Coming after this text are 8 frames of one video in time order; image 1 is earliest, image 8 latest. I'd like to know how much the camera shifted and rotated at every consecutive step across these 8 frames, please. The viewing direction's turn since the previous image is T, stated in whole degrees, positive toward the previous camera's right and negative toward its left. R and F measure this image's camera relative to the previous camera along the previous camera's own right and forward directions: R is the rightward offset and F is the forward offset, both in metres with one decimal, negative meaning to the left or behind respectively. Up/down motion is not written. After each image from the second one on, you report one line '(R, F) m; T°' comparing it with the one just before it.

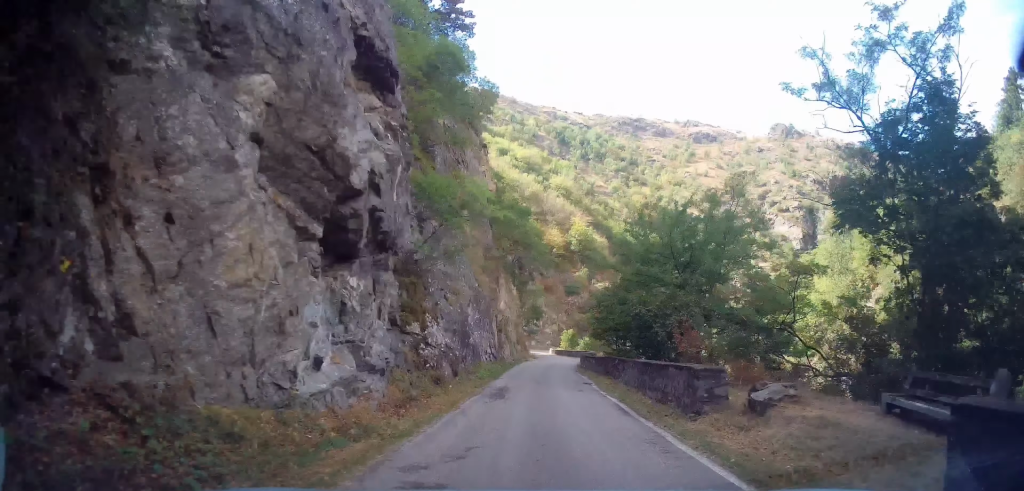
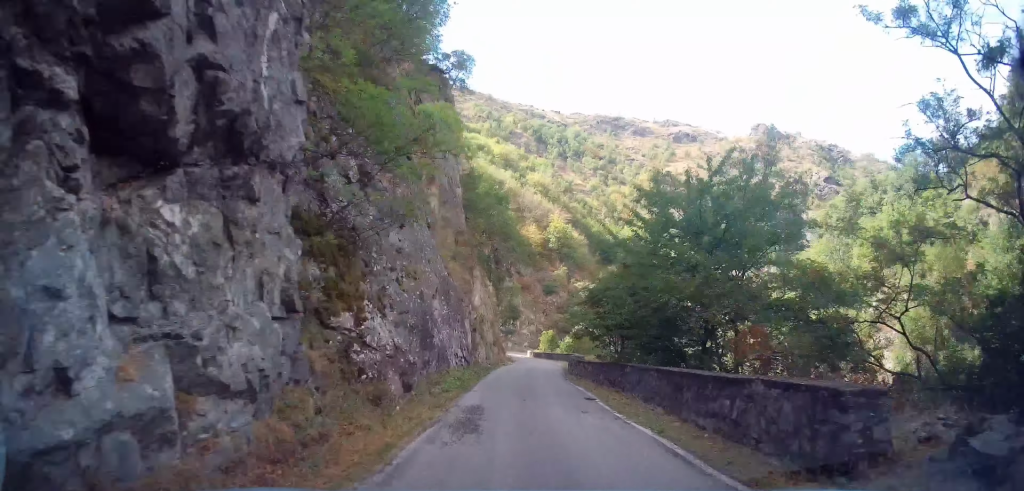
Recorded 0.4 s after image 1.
(+0.1, +4.6) m; +2°
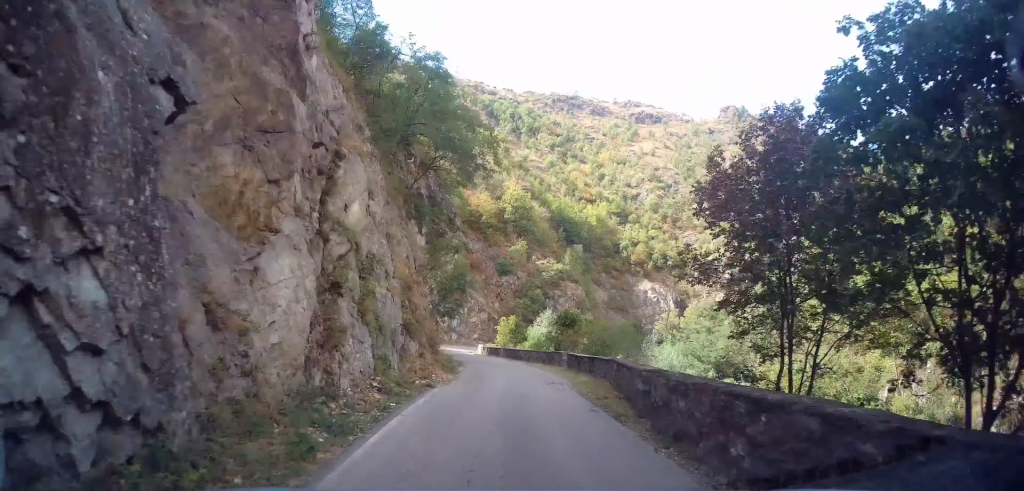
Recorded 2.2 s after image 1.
(+1.1, +19.4) m; +5°
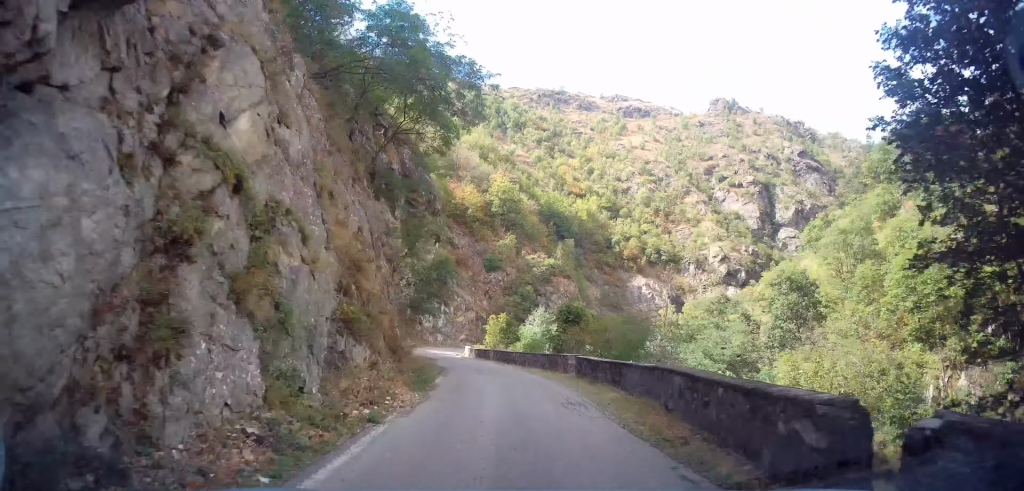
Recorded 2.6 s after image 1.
(-0.1, +4.9) m; 0°
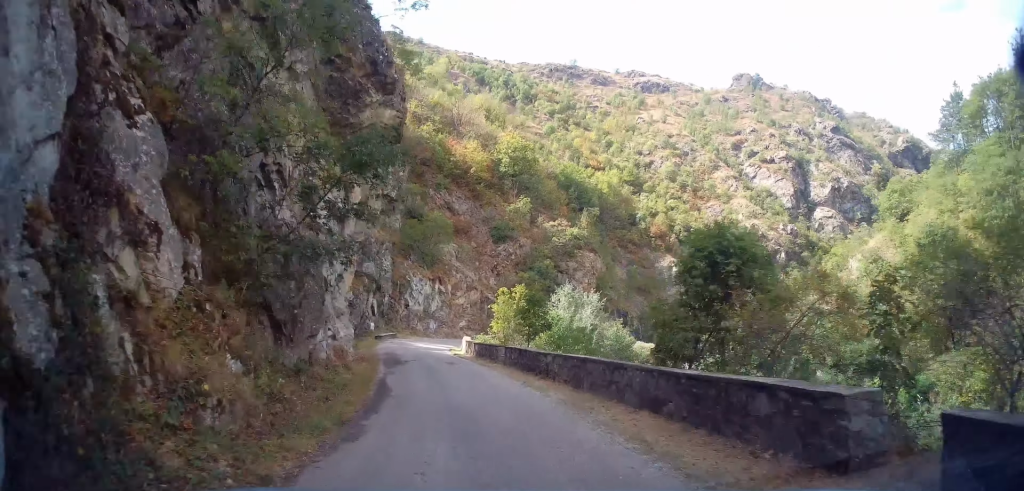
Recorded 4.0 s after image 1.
(0.0, +15.0) m; -2°
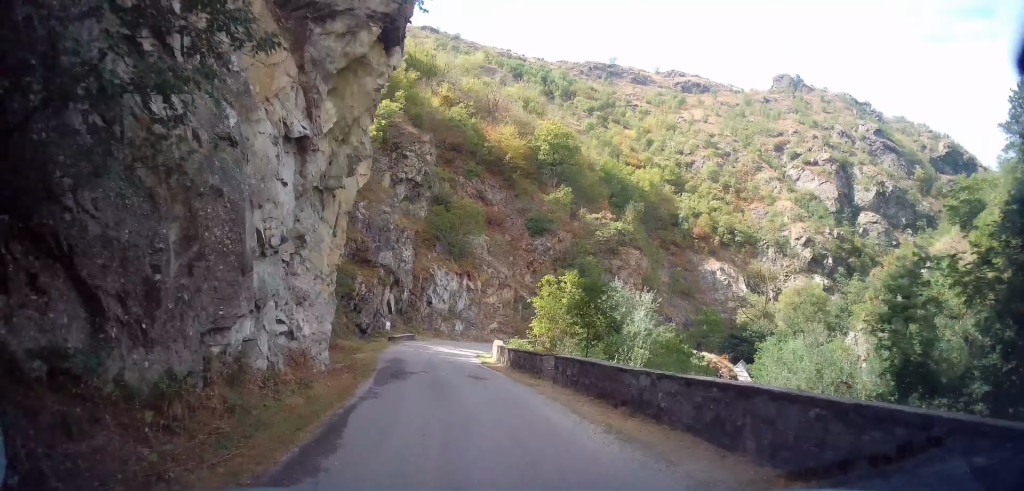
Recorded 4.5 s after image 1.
(-0.1, +5.8) m; -1°
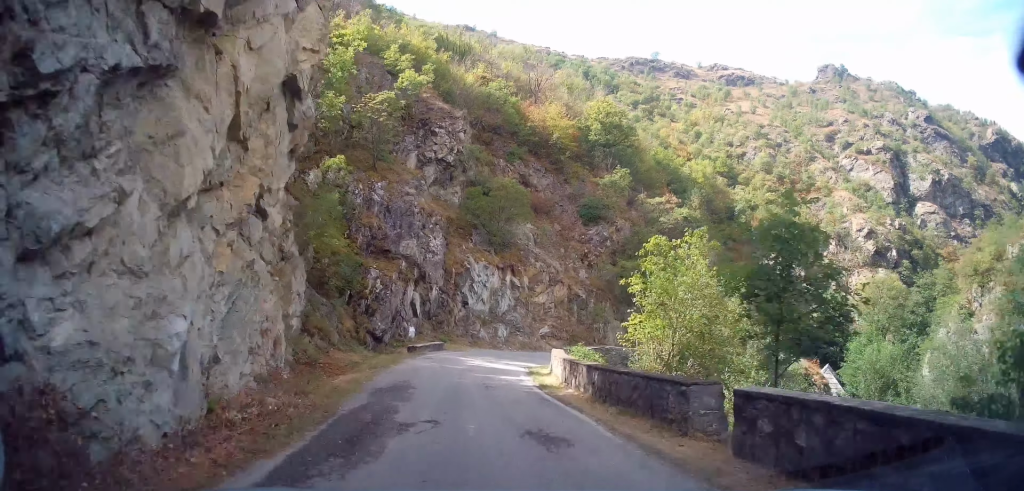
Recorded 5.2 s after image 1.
(-0.4, +7.6) m; -2°
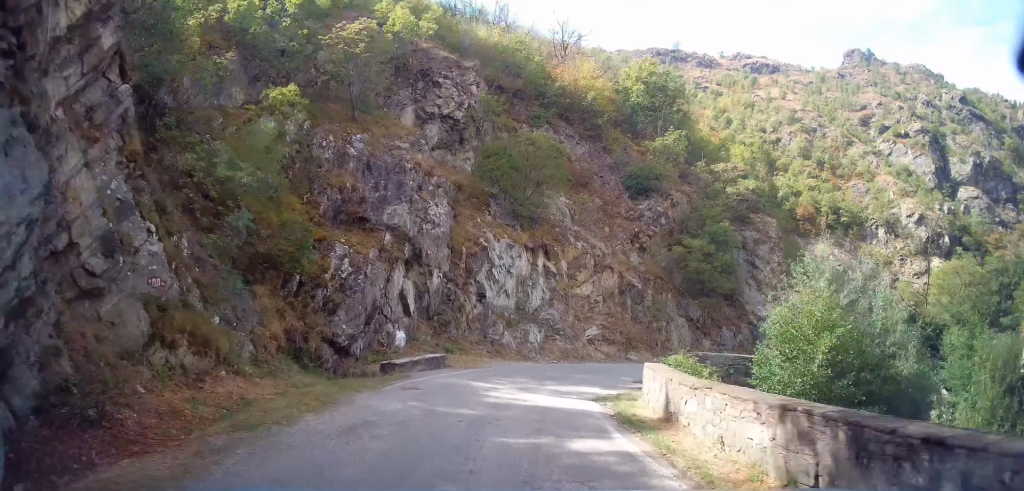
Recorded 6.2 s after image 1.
(+0.1, +9.8) m; -2°
